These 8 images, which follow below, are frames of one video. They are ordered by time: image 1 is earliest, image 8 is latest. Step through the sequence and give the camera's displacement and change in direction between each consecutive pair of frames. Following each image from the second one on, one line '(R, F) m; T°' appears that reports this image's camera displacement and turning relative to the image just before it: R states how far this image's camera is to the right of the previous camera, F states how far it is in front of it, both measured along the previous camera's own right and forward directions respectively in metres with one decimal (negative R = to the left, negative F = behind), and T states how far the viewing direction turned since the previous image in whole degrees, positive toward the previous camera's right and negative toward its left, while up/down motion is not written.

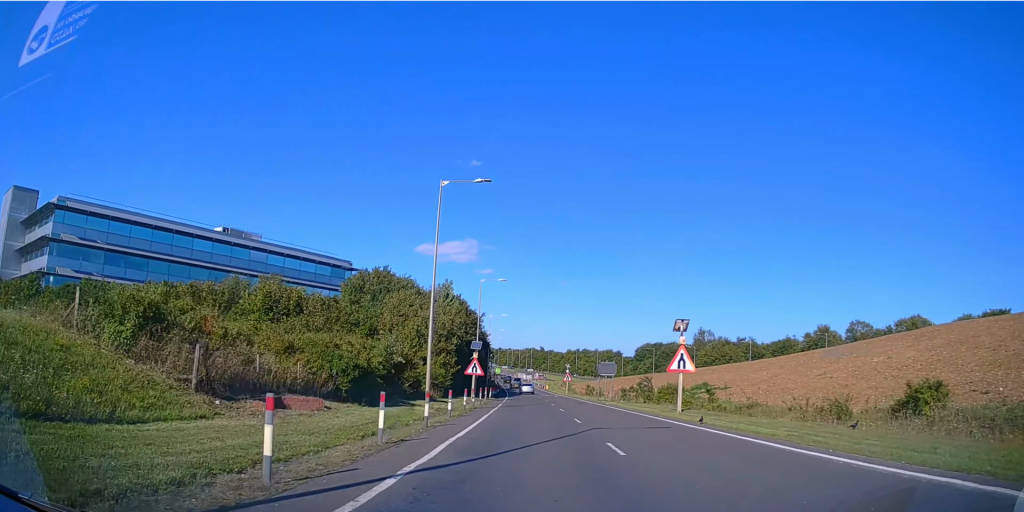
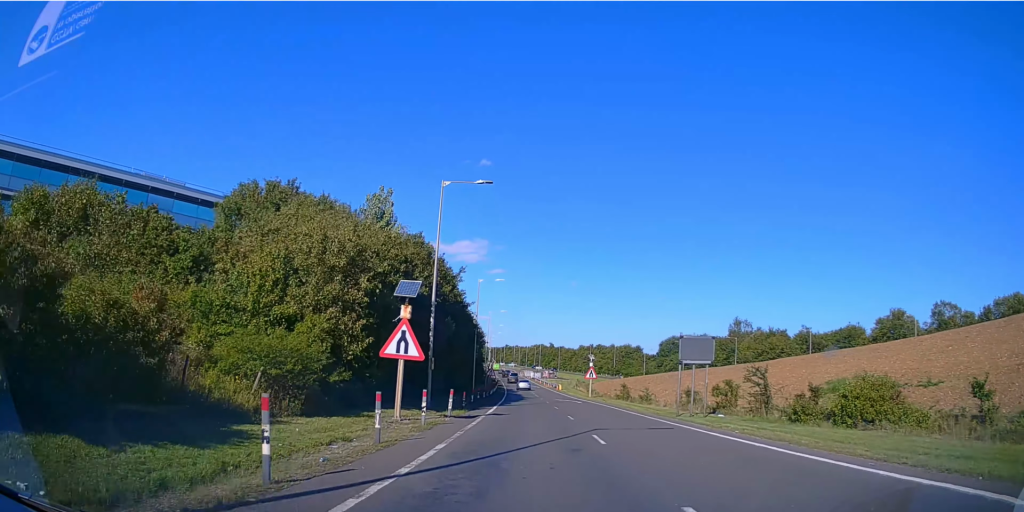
(+0.2, +24.2) m; -1°
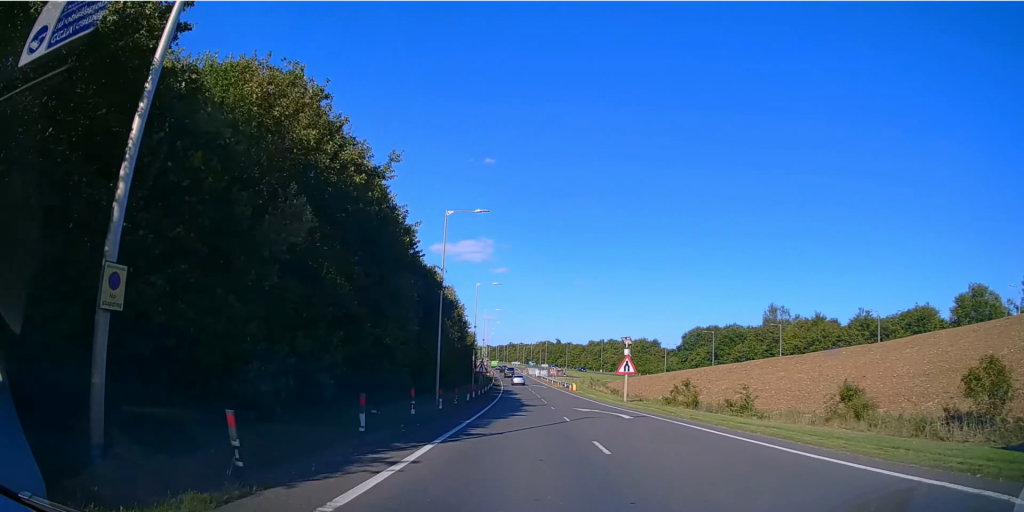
(-0.1, +20.8) m; +1°
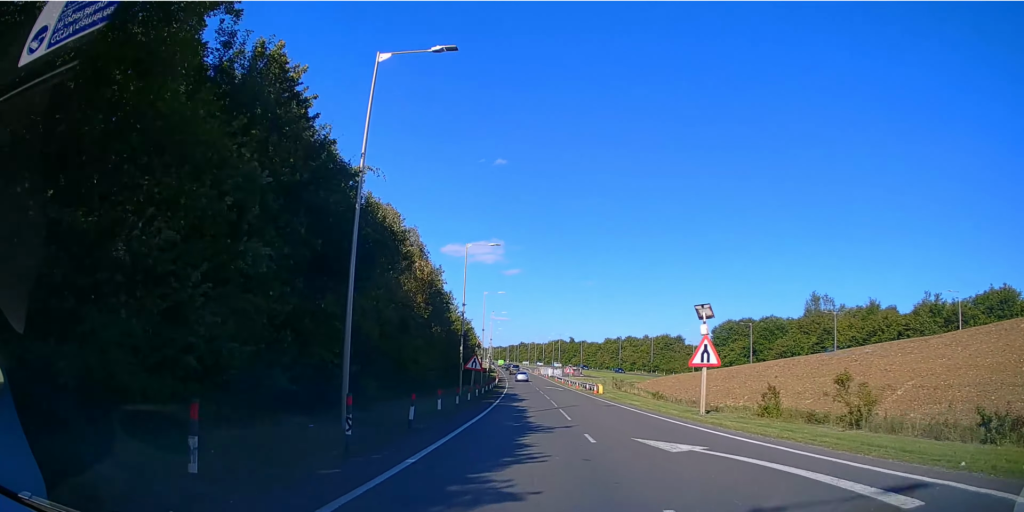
(+0.1, +16.4) m; -1°
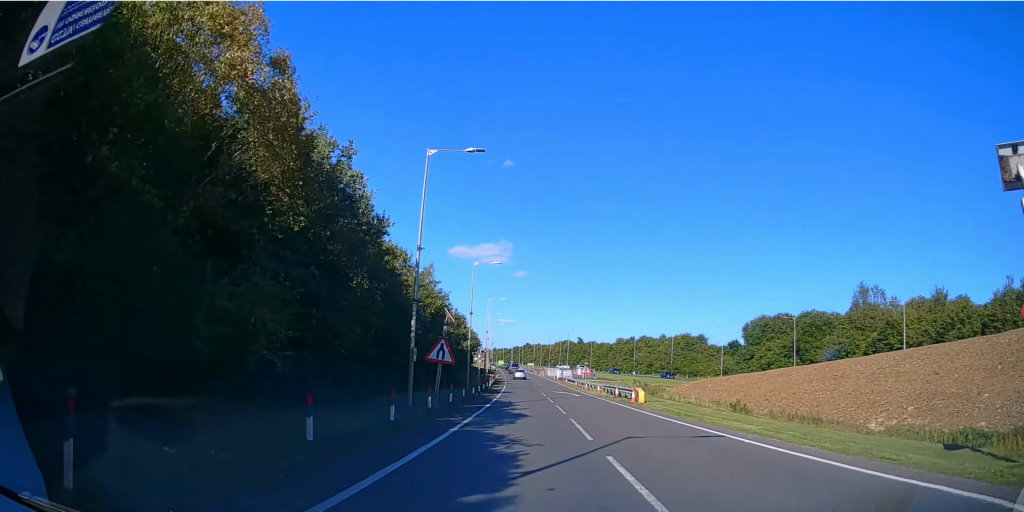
(-0.4, +16.8) m; -1°
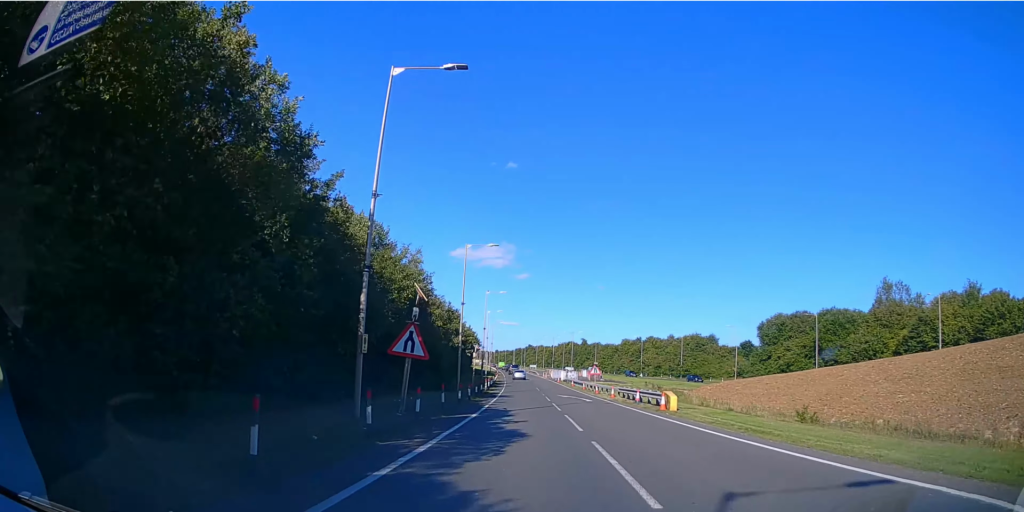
(+0.1, +7.1) m; 0°
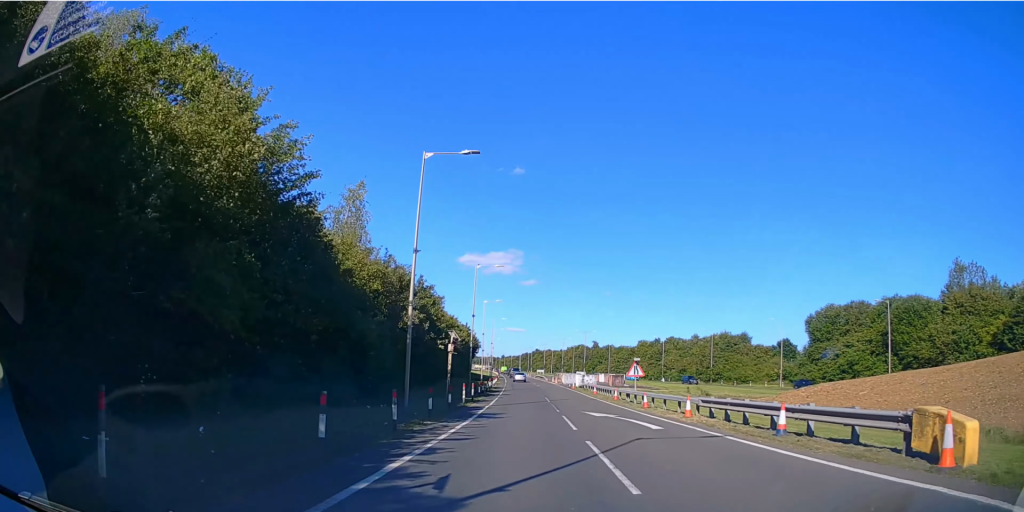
(0.0, +18.5) m; -1°
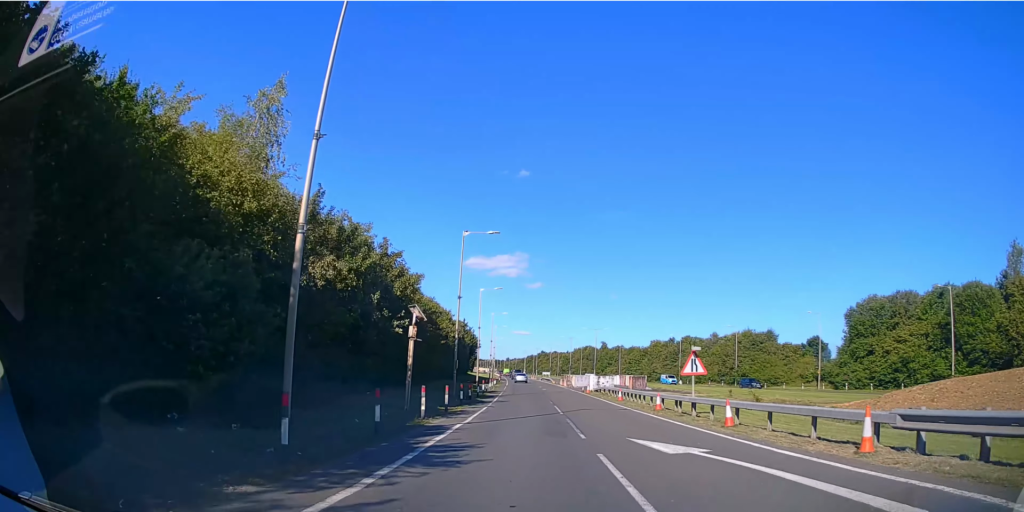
(-0.1, +12.2) m; 0°
